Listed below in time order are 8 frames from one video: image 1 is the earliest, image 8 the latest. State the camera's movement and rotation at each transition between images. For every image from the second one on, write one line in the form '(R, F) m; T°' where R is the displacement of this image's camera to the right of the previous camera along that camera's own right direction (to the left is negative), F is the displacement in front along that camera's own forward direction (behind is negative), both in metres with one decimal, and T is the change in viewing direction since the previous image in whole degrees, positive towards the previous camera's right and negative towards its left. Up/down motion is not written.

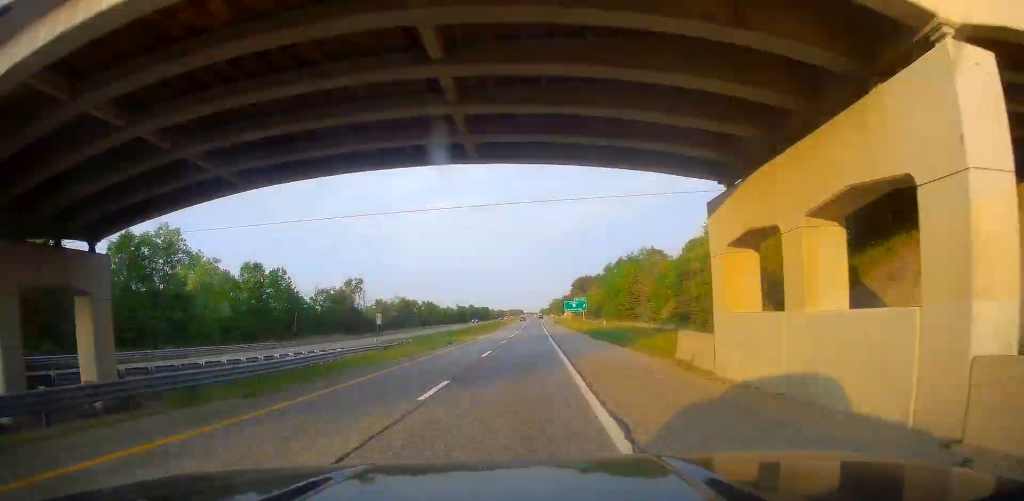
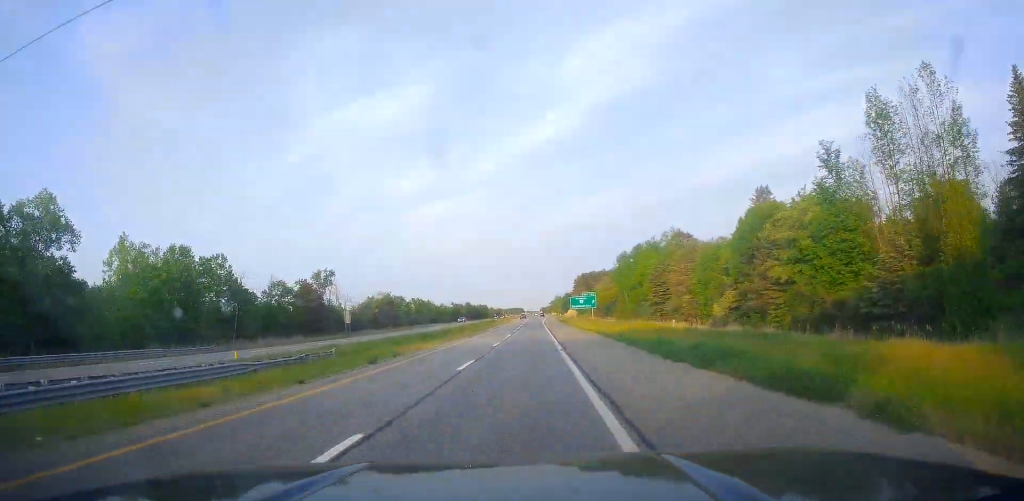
(-0.3, +24.1) m; -1°
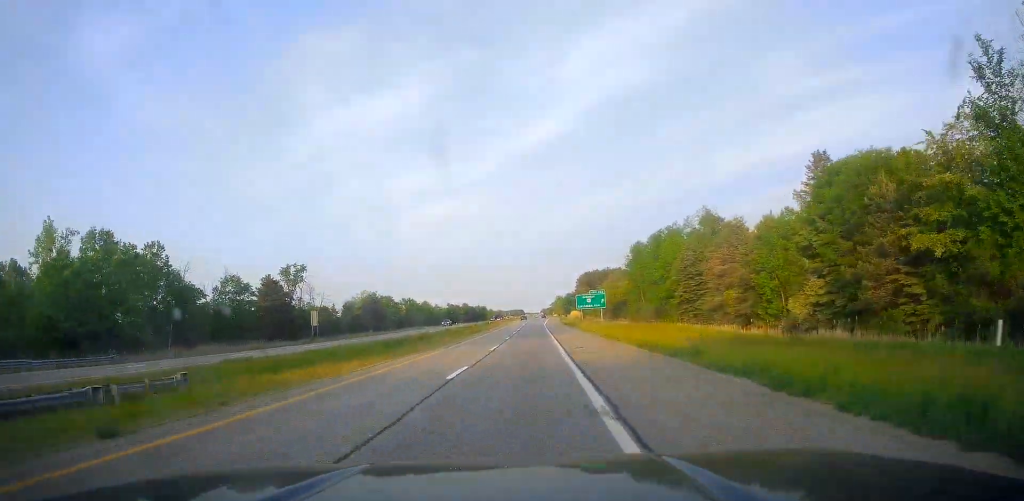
(-0.1, +18.1) m; 0°
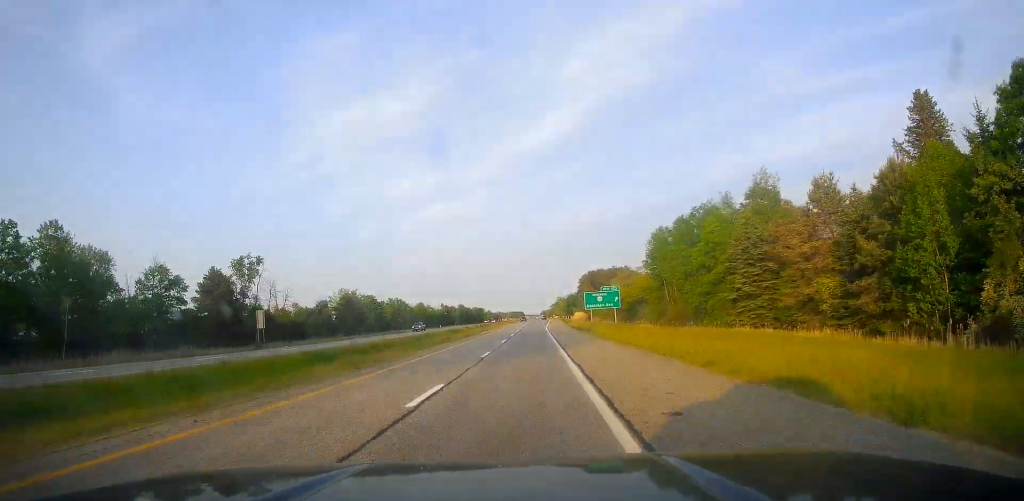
(0.0, +20.3) m; 0°
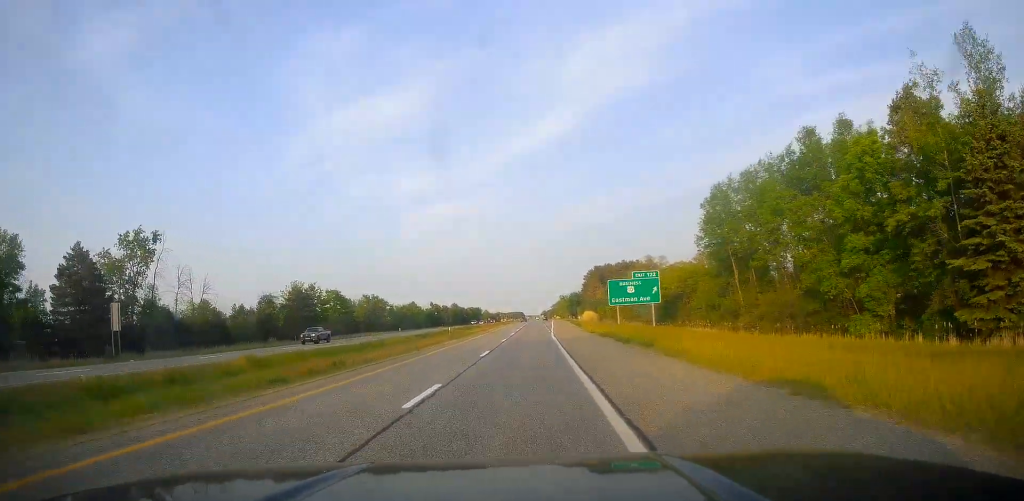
(0.0, +31.1) m; 0°
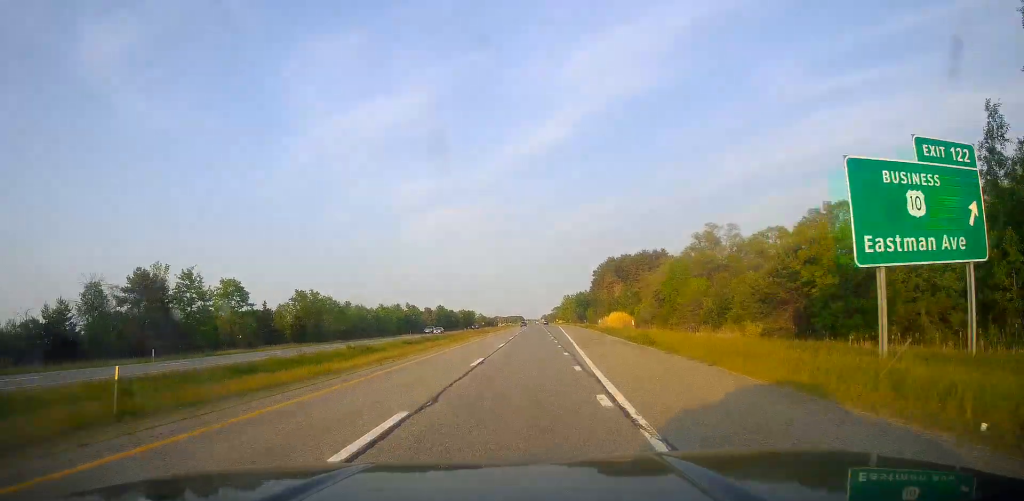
(+0.6, +50.2) m; 0°
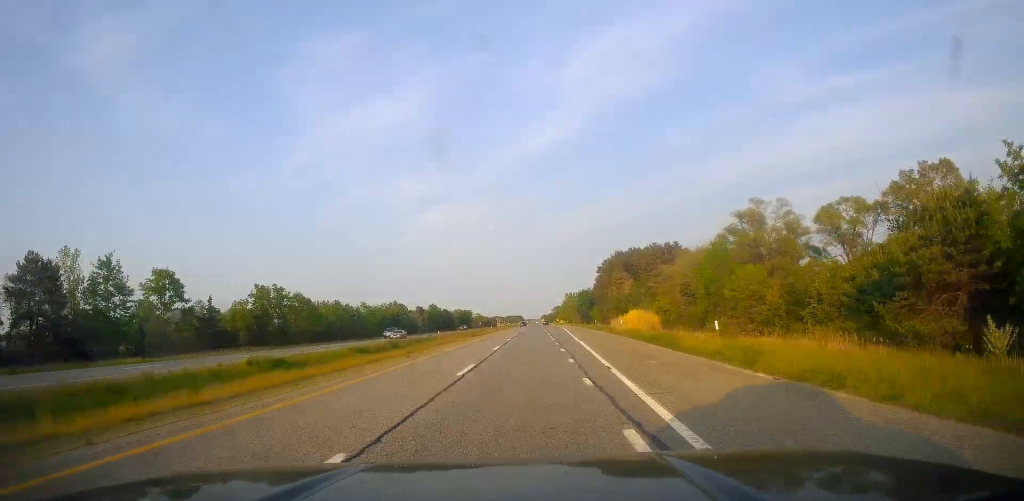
(-0.2, +19.1) m; 0°
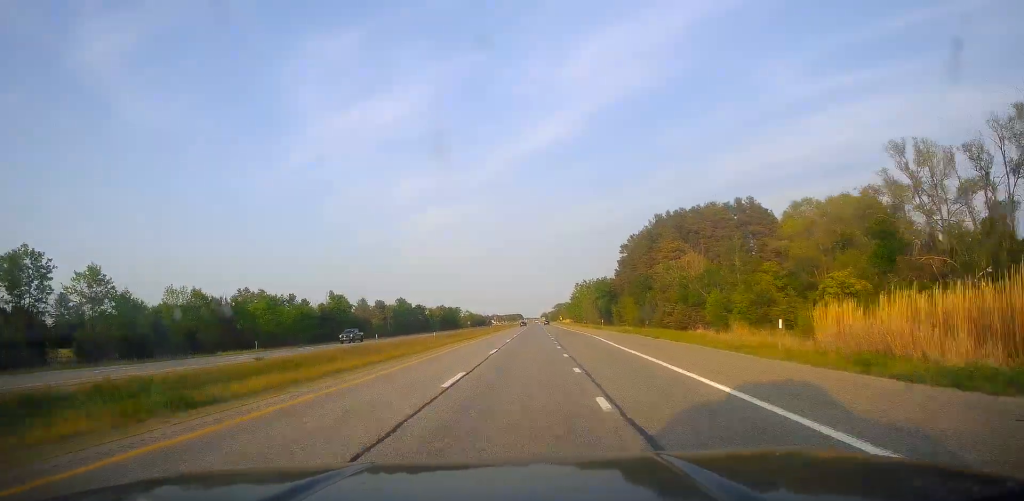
(-0.5, +64.2) m; 0°
